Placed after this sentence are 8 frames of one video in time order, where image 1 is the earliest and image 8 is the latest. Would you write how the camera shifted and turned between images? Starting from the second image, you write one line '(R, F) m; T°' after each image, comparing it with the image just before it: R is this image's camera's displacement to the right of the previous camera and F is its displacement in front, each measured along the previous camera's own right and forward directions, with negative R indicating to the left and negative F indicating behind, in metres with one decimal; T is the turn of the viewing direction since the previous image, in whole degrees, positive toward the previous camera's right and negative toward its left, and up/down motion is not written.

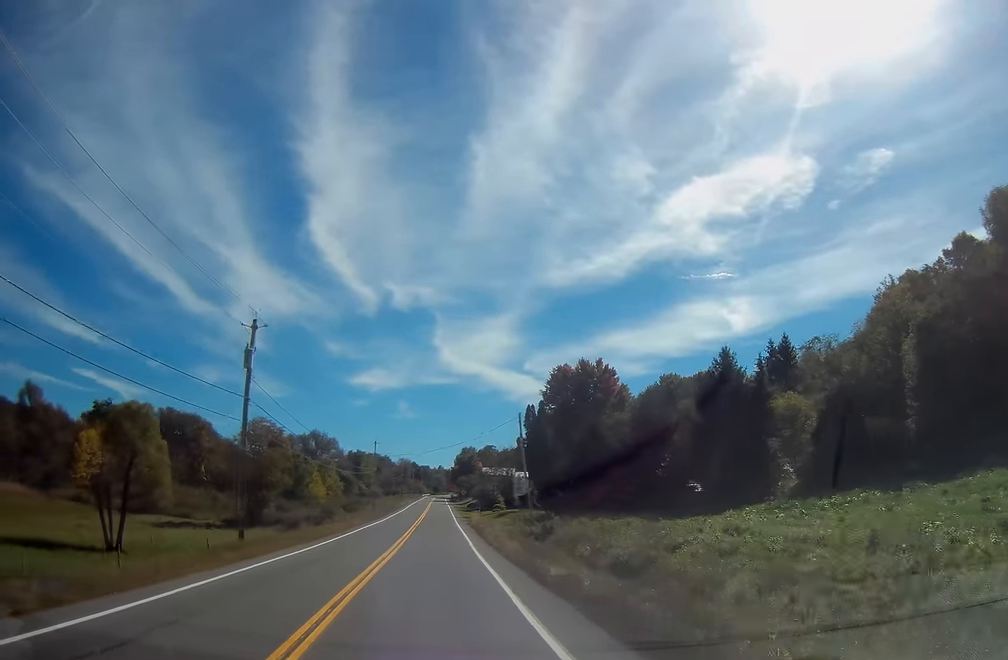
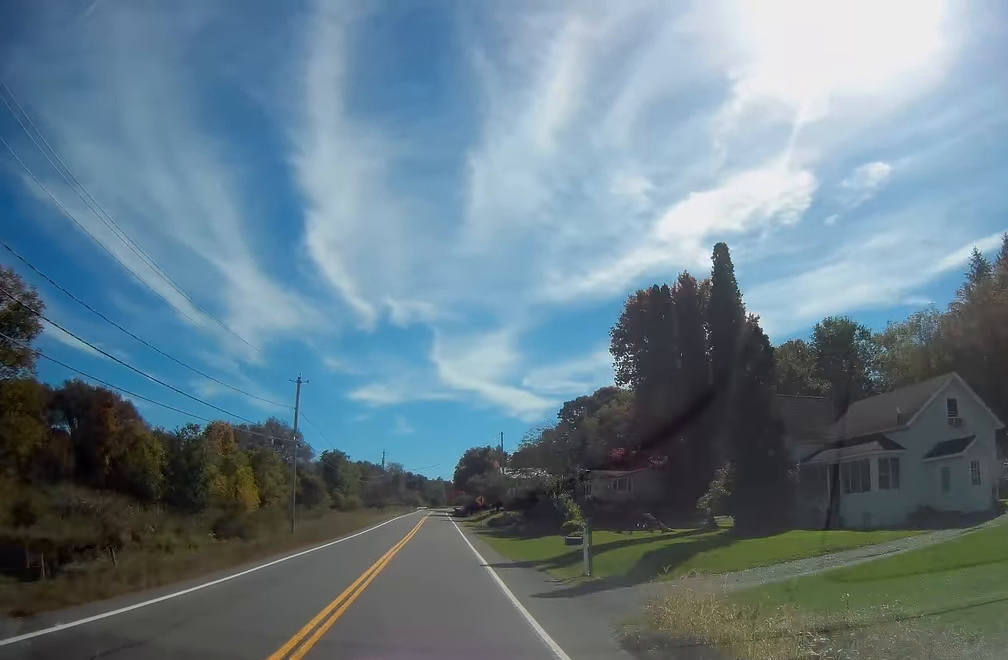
(+0.5, +54.5) m; +1°
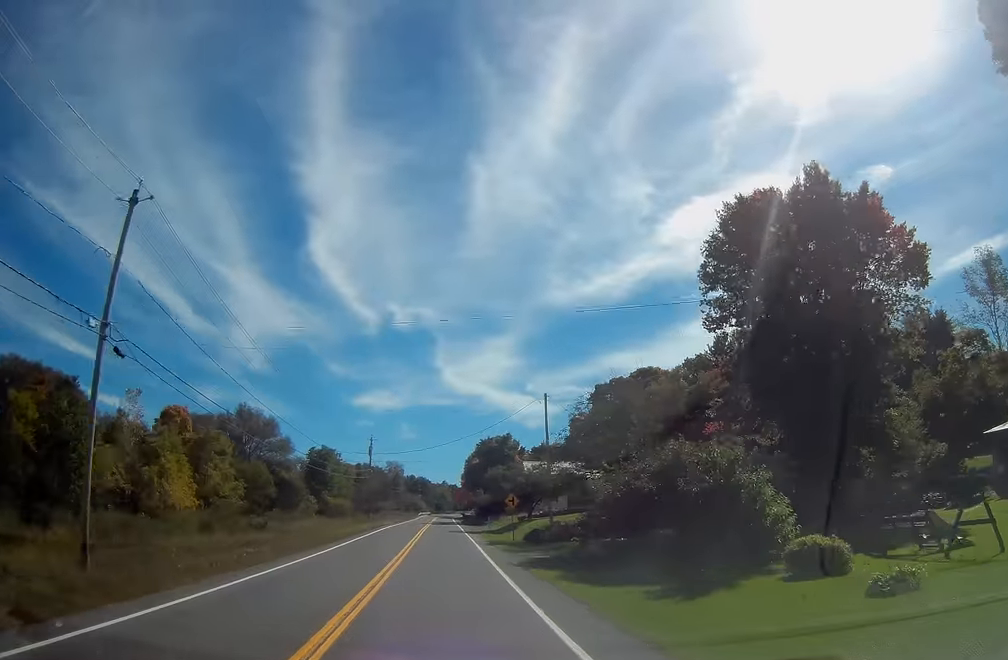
(-0.2, +27.5) m; 0°
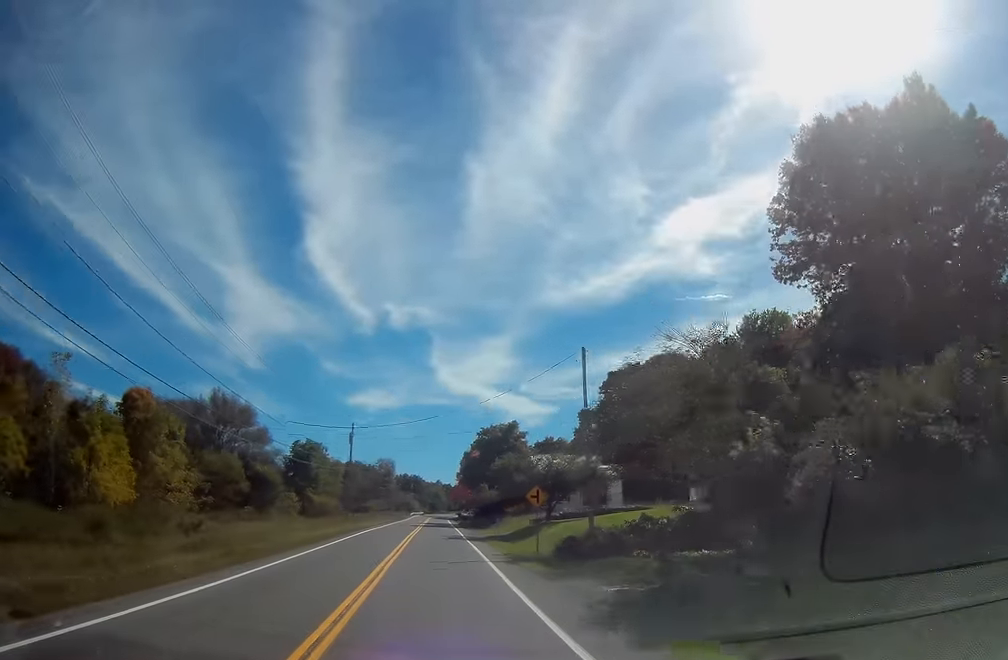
(-0.1, +13.8) m; 0°
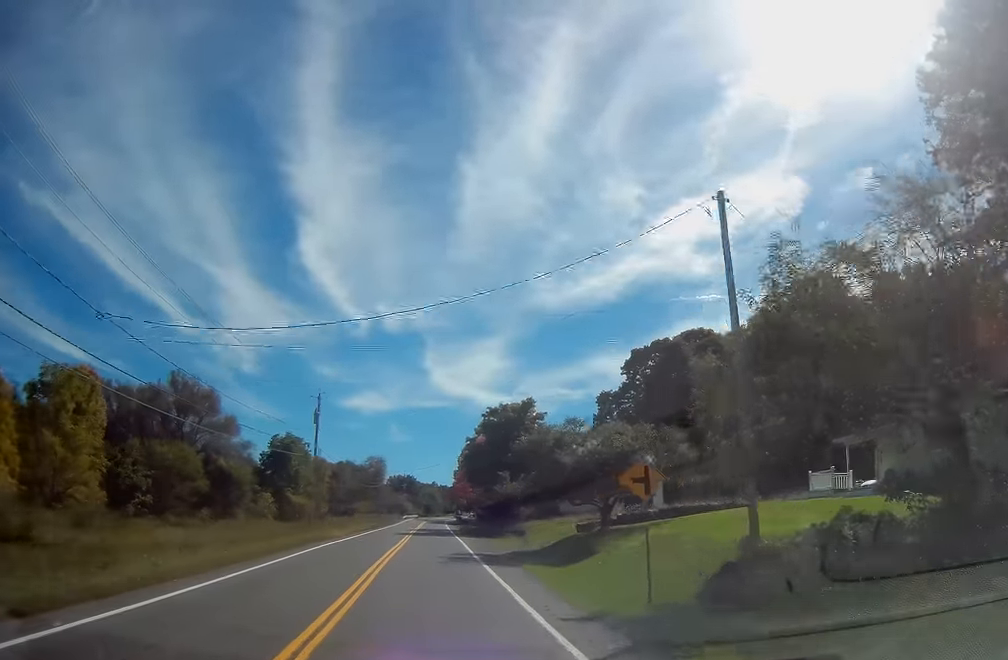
(+0.2, +17.8) m; 0°
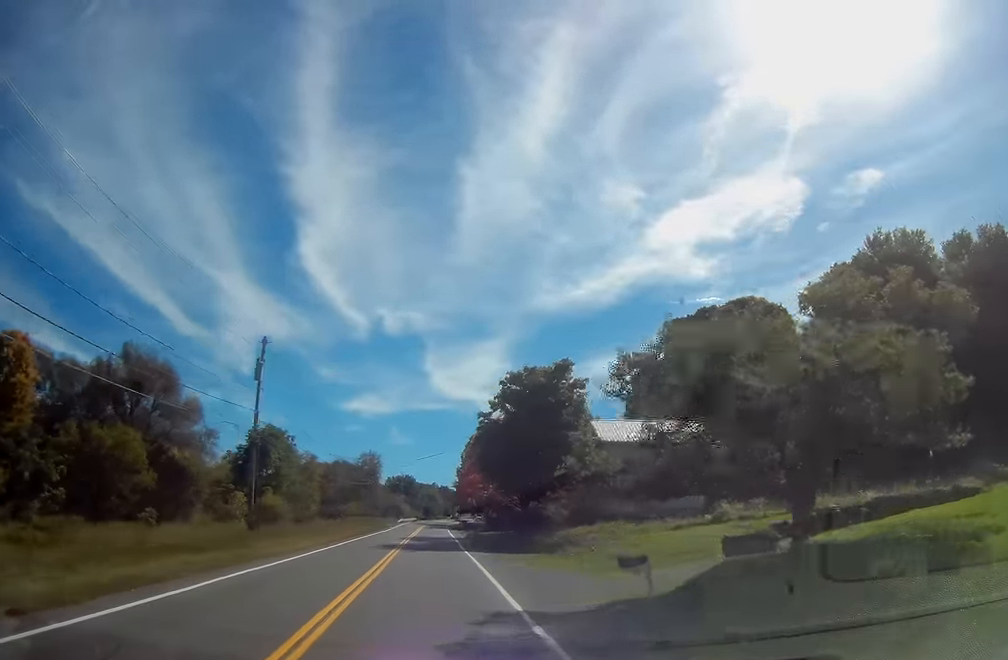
(0.0, +17.8) m; 0°
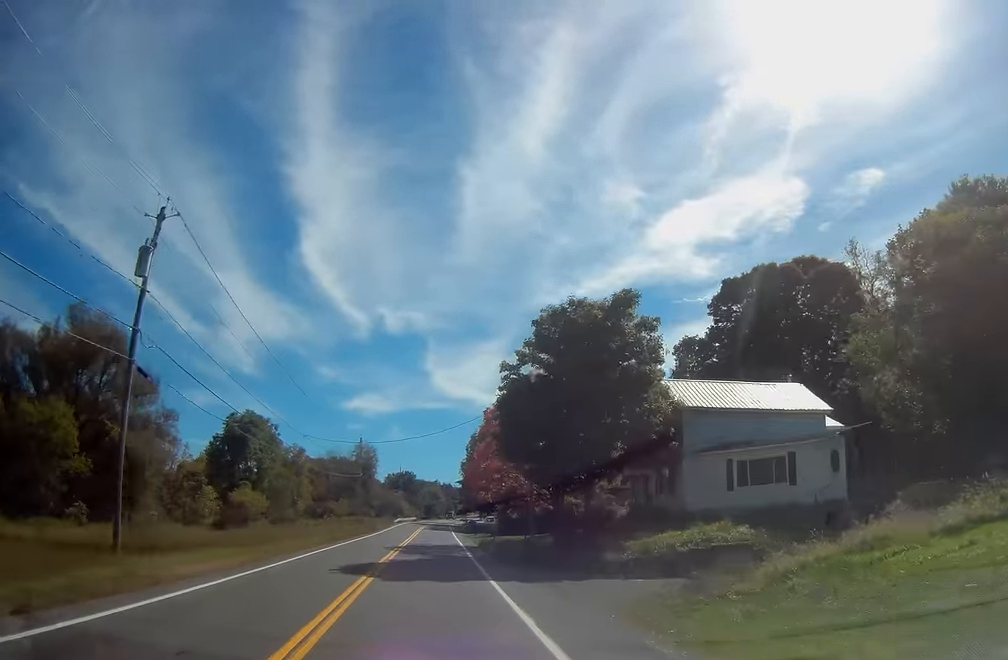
(-0.1, +15.4) m; -1°
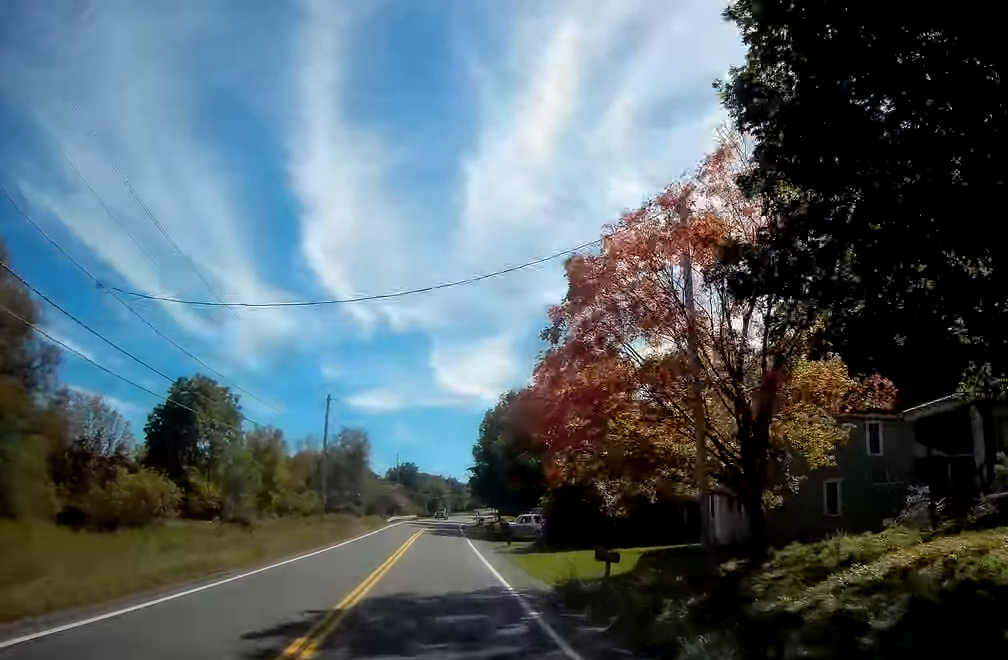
(0.0, +26.6) m; 0°
